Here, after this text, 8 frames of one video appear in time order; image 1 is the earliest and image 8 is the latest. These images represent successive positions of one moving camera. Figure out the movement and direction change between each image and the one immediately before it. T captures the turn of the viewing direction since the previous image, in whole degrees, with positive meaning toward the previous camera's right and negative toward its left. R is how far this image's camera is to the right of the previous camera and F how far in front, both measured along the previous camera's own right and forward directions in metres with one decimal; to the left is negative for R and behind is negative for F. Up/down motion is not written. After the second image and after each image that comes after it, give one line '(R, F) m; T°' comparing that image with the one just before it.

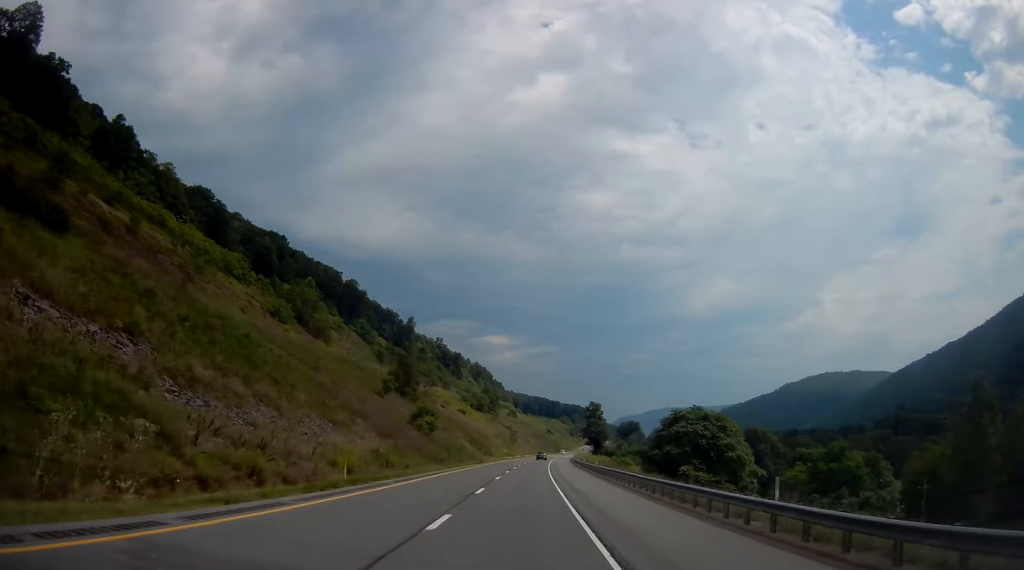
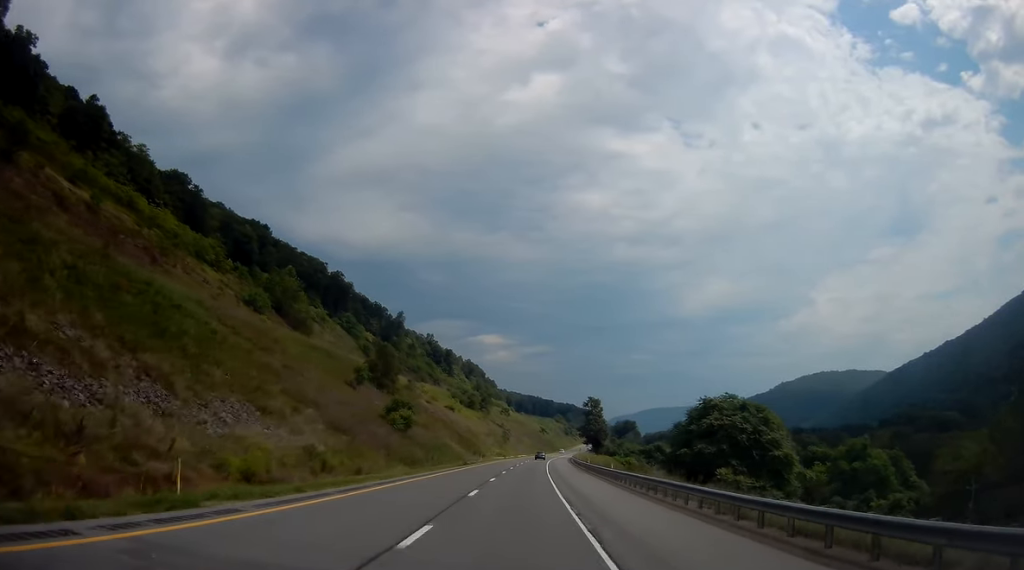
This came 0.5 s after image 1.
(0.0, +14.6) m; 0°
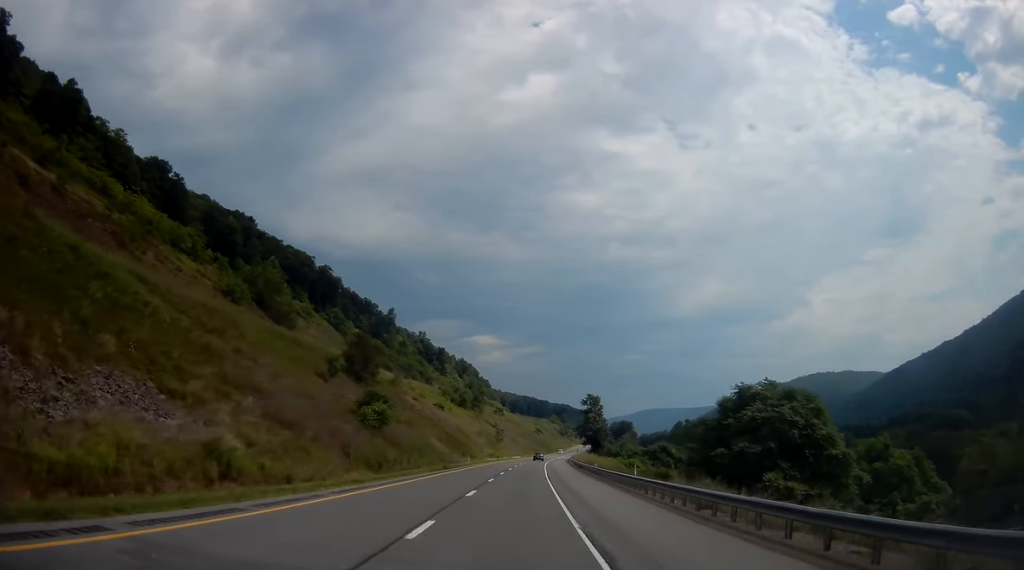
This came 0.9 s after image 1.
(-0.1, +11.7) m; 0°
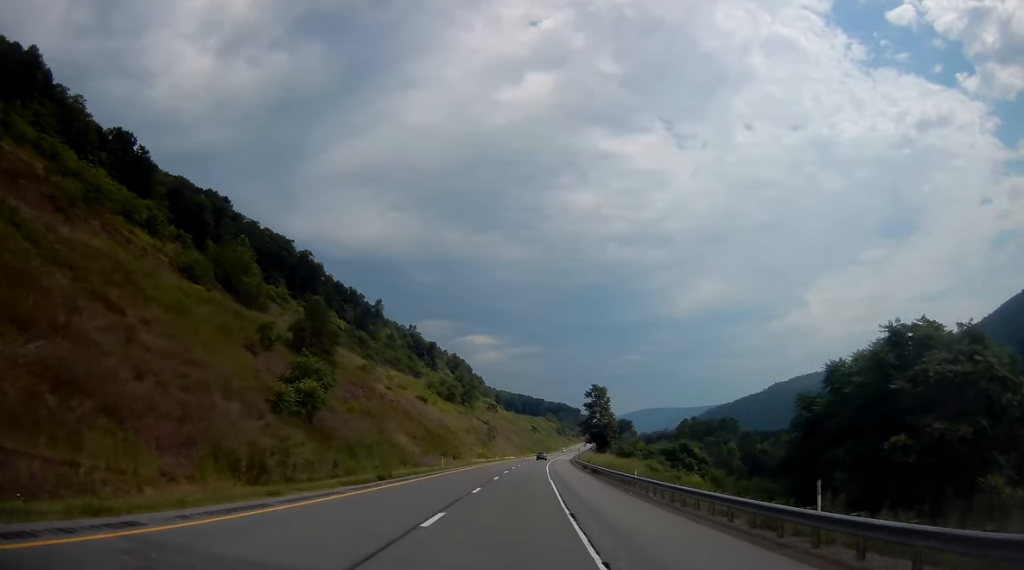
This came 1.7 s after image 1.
(+0.1, +22.4) m; +1°
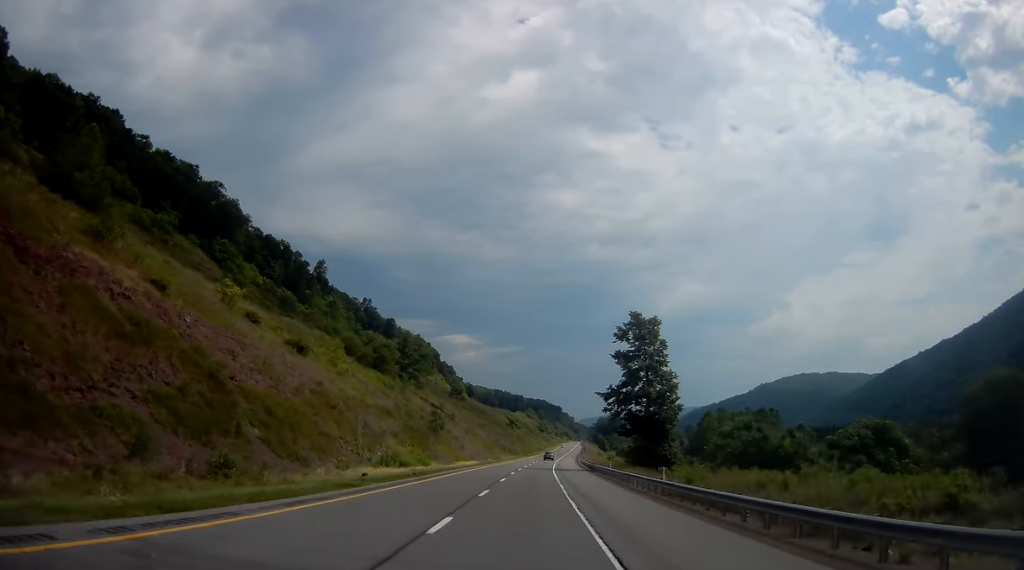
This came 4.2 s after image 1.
(+1.1, +75.1) m; +2°
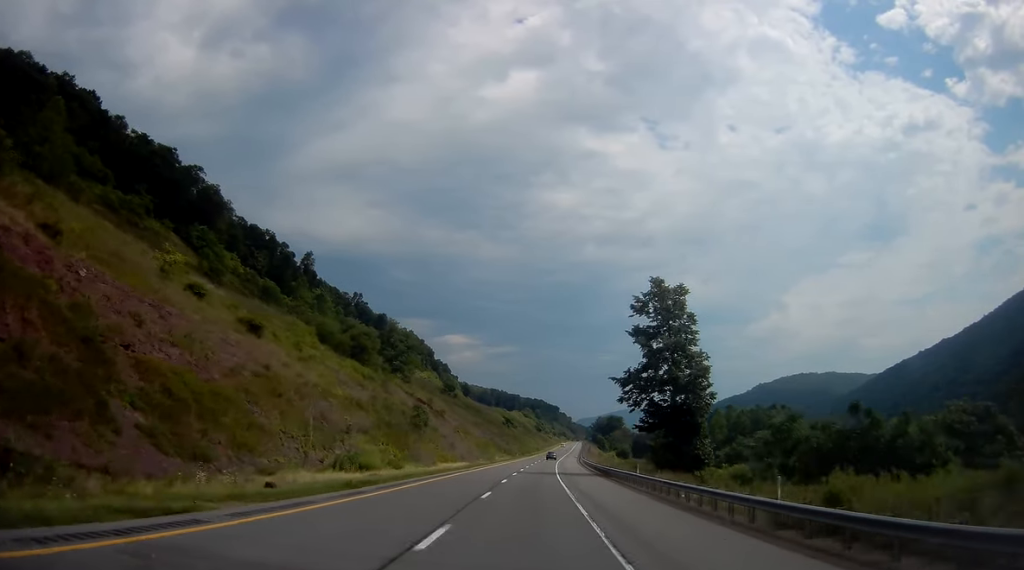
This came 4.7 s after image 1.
(+0.2, +13.7) m; +1°
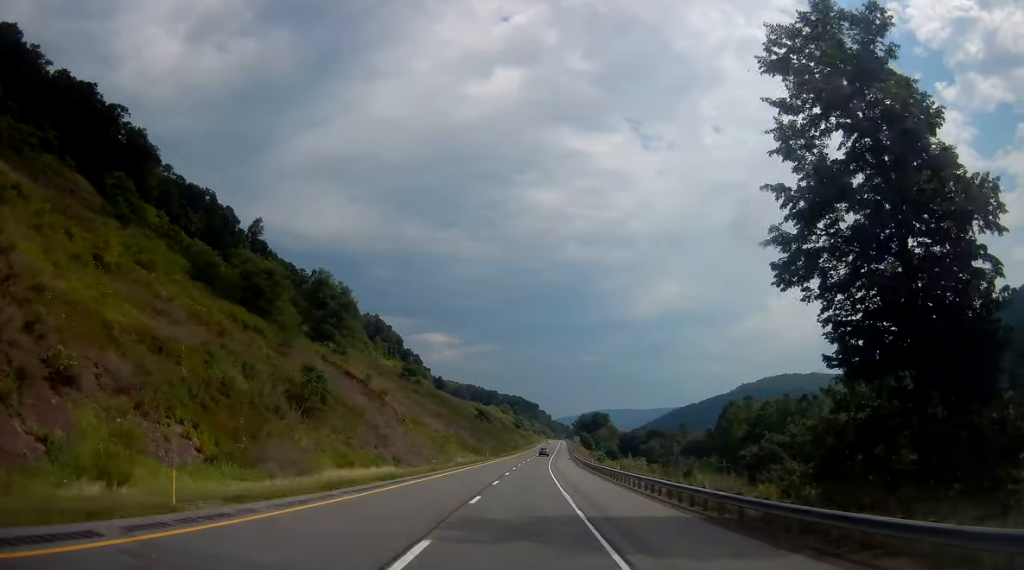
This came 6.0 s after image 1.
(+0.9, +39.1) m; +2°
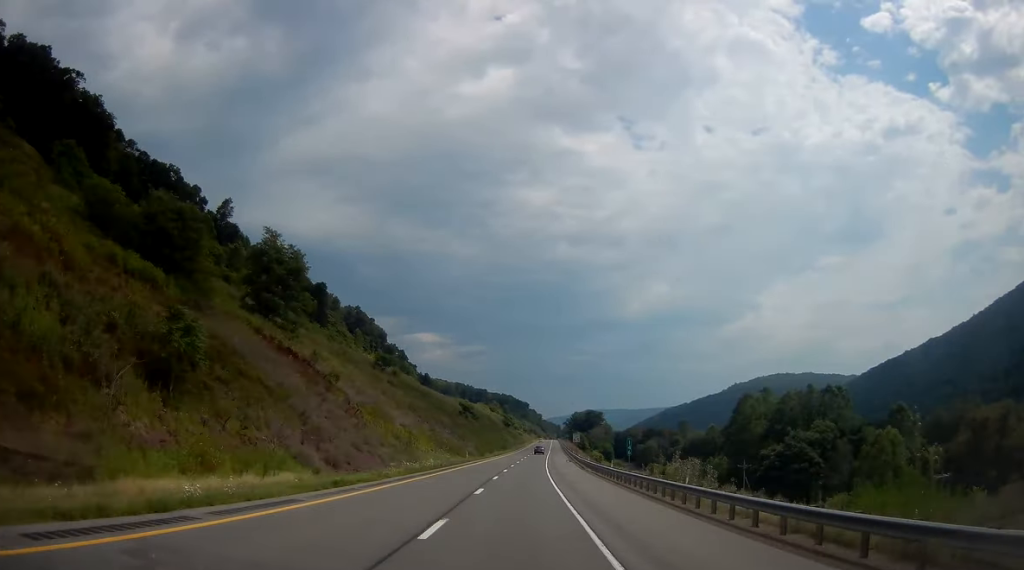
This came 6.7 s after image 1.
(+0.1, +20.7) m; 0°
